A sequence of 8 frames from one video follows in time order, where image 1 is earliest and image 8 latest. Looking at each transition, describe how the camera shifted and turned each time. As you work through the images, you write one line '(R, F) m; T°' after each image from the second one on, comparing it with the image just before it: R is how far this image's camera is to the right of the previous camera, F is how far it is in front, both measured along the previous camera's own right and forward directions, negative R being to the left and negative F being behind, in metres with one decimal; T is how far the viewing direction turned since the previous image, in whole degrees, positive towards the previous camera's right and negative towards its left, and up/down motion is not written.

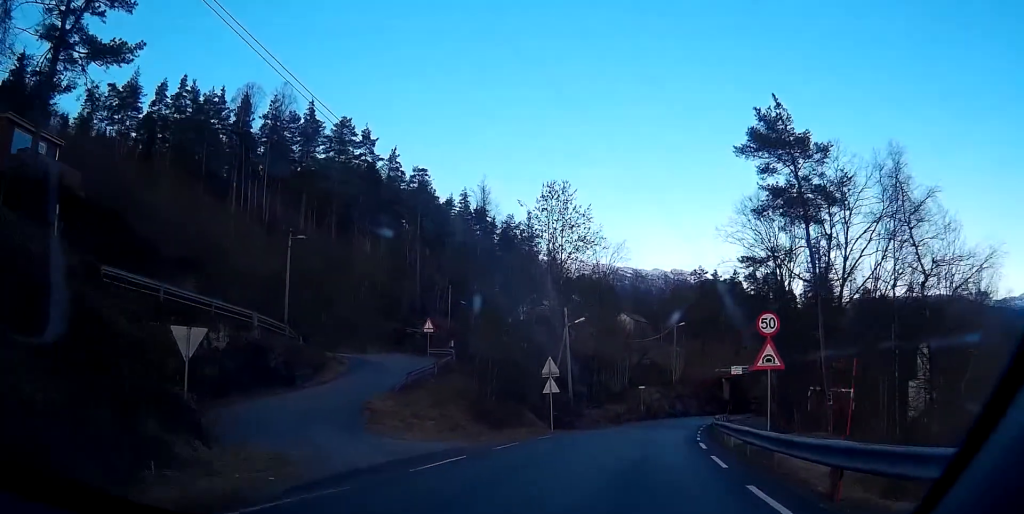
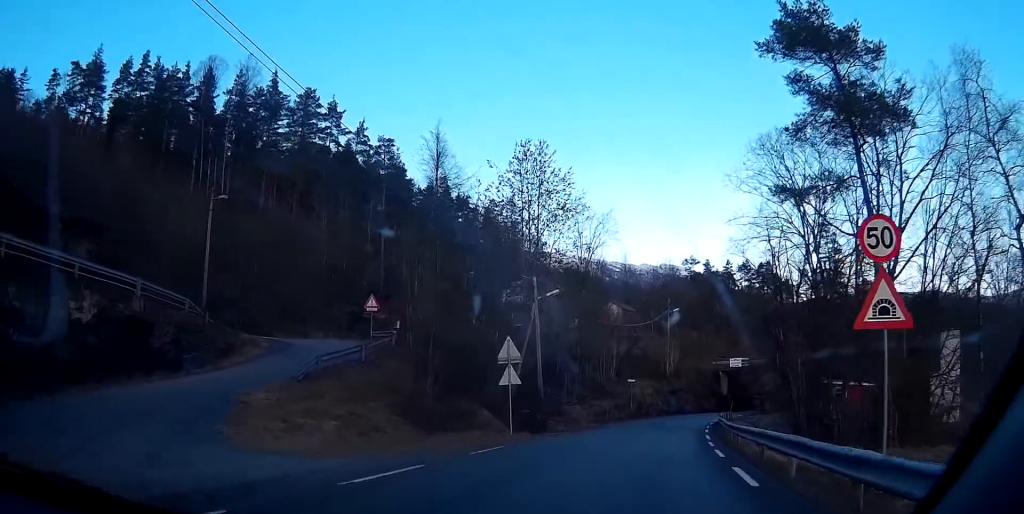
(-0.1, +8.7) m; +3°
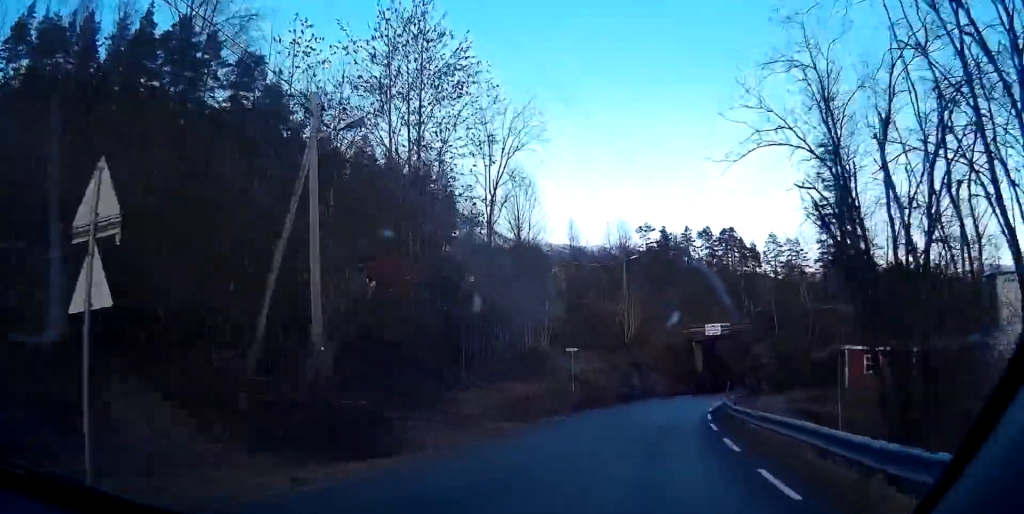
(+0.9, +20.1) m; +2°
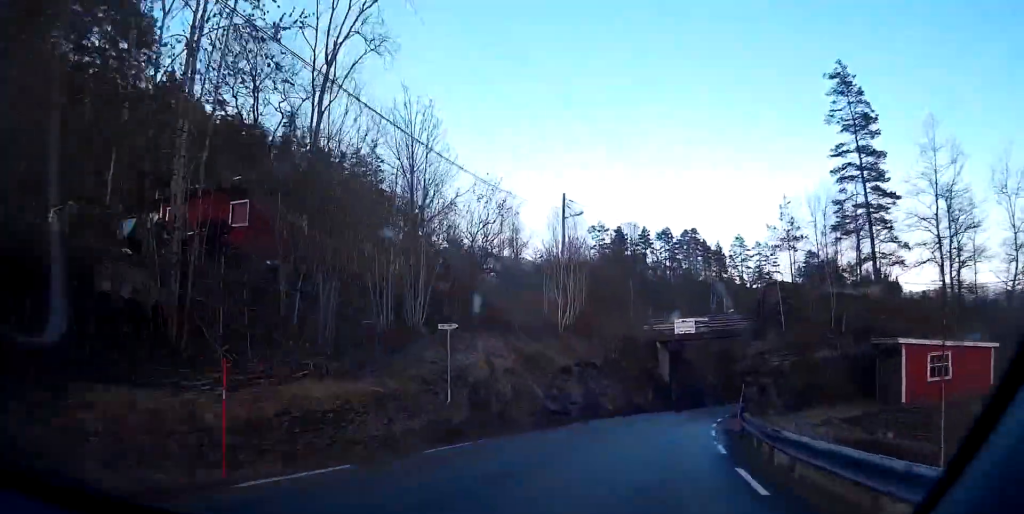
(-0.2, +17.2) m; +1°
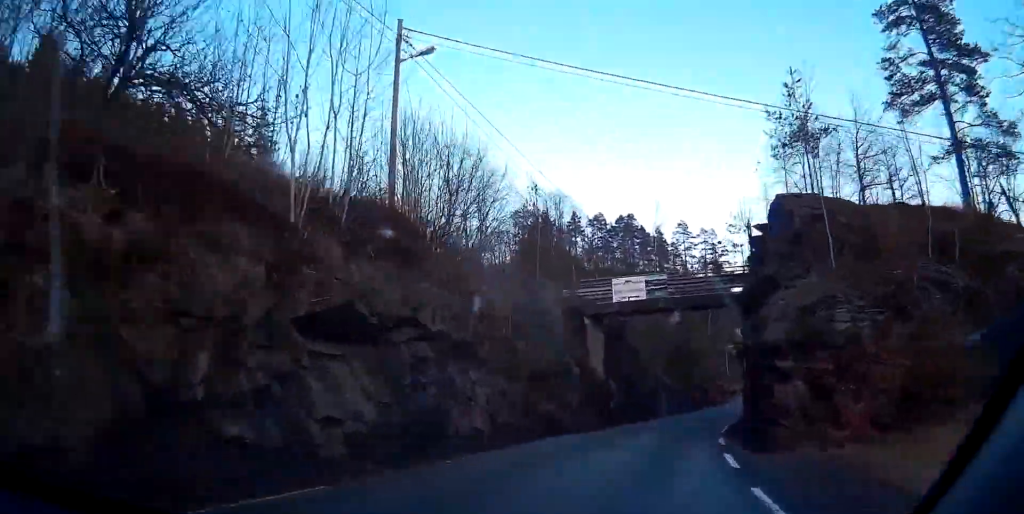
(+1.0, +20.2) m; +4°
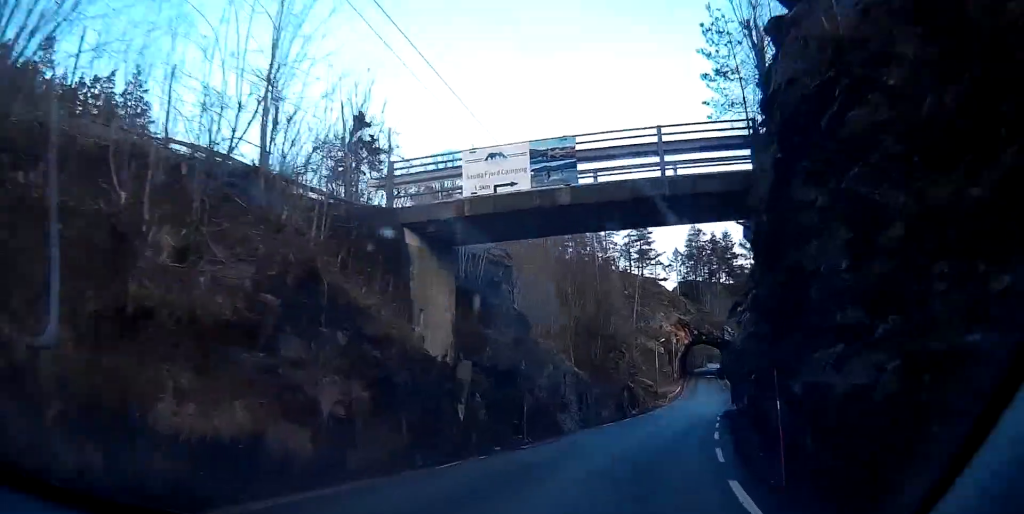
(0.0, +17.5) m; +2°
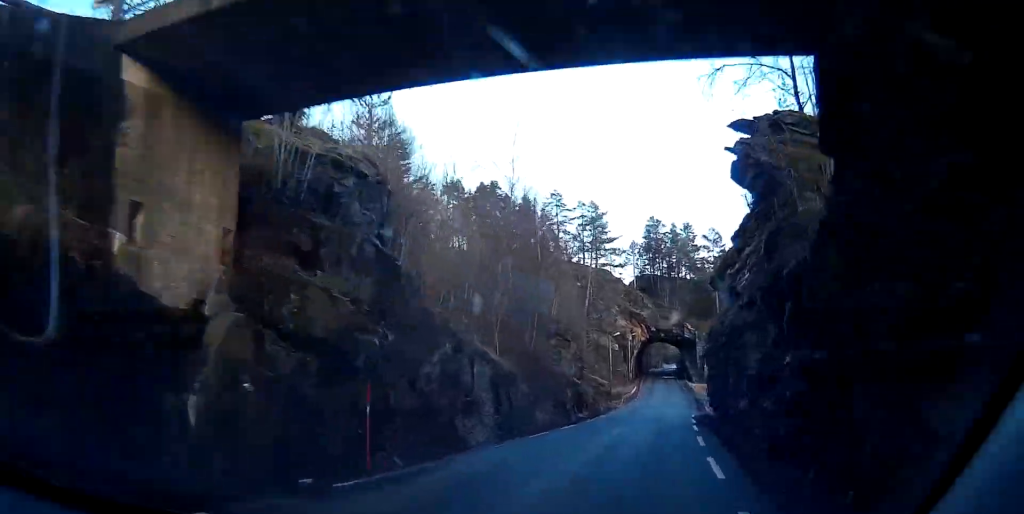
(-0.3, +8.8) m; +3°
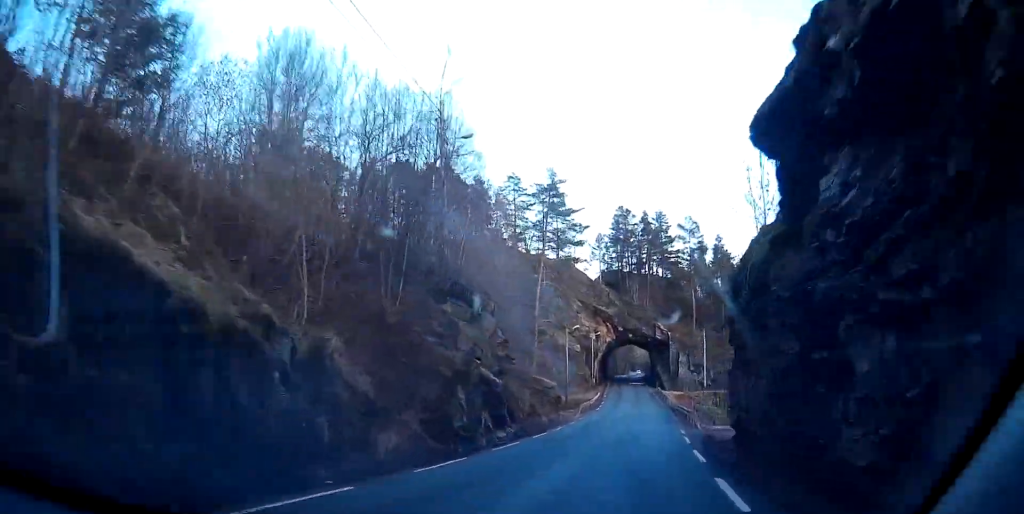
(+1.3, +14.1) m; +5°
